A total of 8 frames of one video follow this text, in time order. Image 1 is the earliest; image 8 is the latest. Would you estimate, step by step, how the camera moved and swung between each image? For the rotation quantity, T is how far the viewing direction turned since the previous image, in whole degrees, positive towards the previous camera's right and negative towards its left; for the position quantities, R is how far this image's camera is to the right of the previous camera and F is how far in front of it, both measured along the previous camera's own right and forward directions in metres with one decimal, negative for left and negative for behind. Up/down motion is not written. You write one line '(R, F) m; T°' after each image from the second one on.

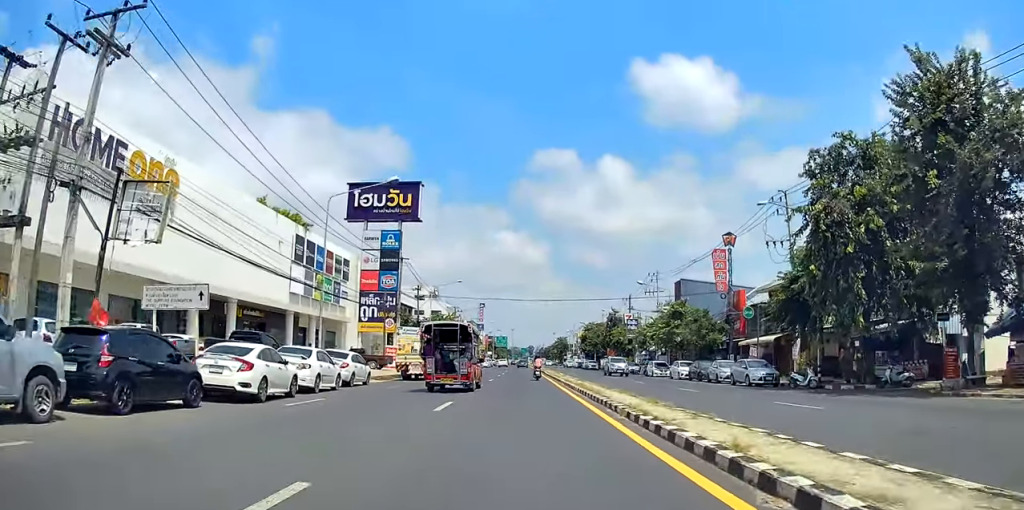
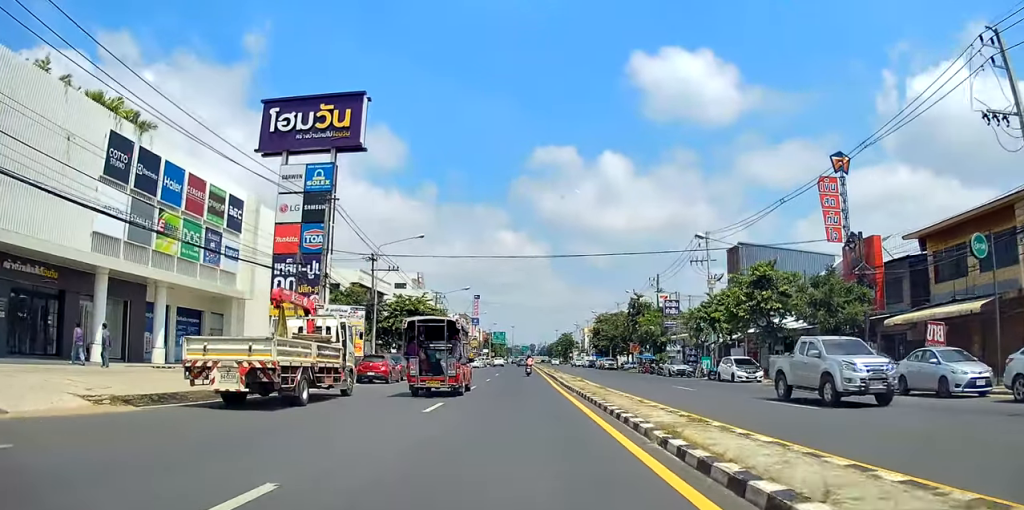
(+0.8, +24.4) m; +2°
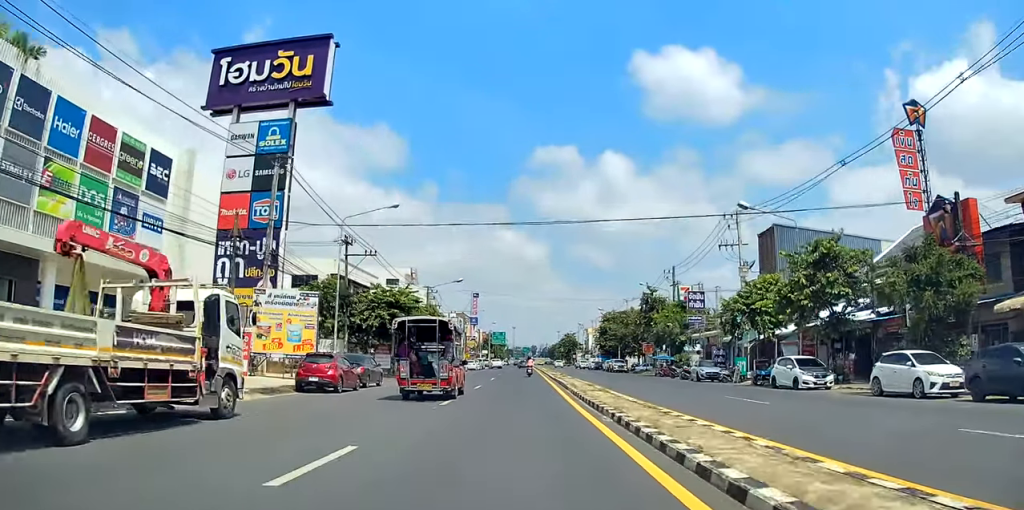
(0.0, +9.1) m; -1°
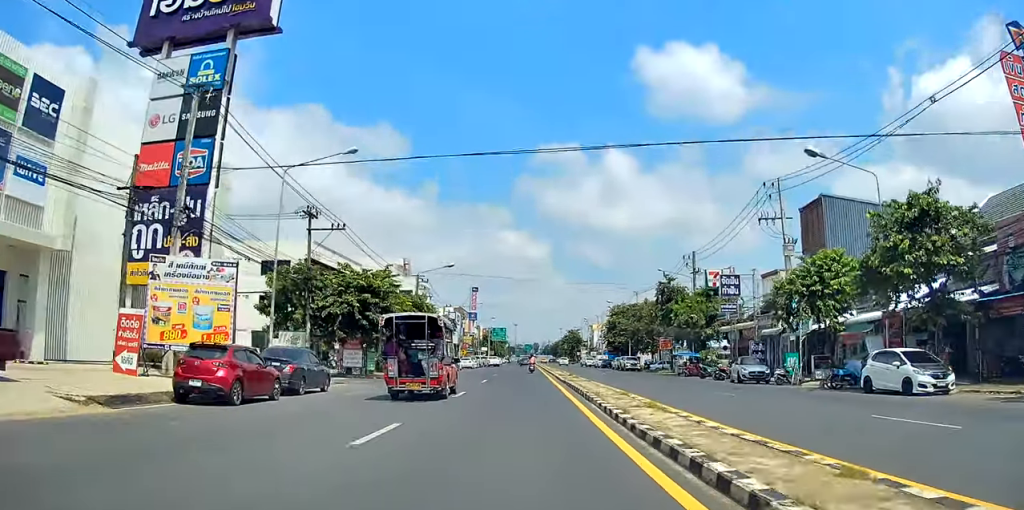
(+0.1, +8.8) m; -1°
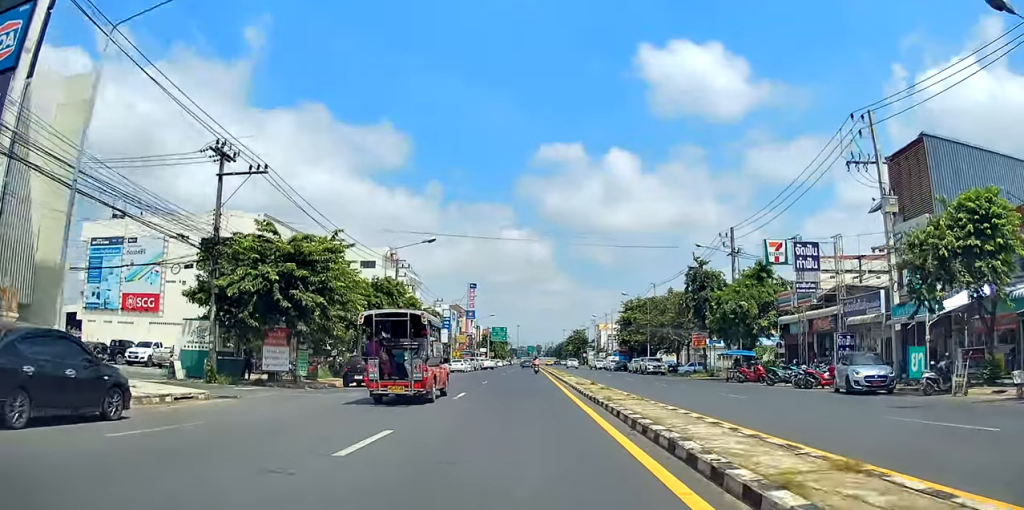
(-0.5, +13.4) m; +1°
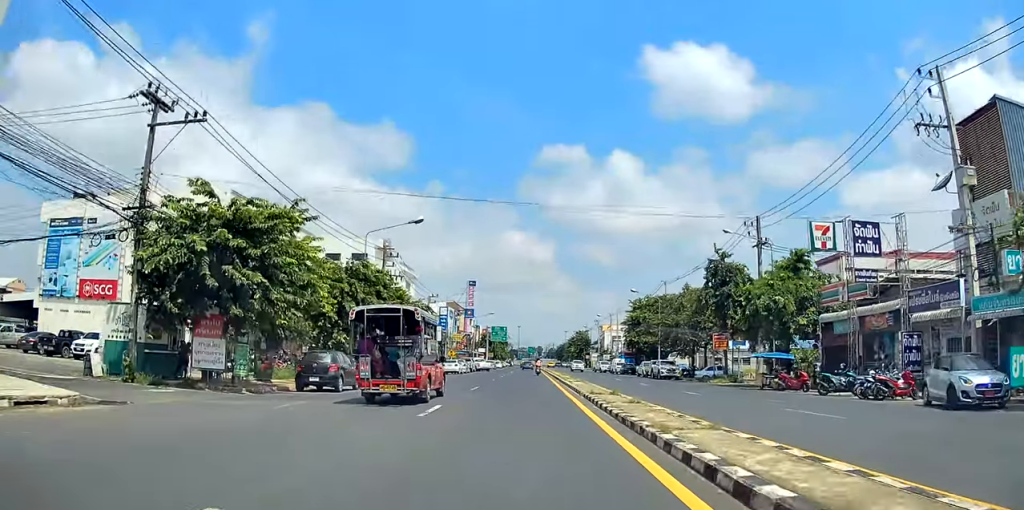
(+0.3, +6.3) m; +1°
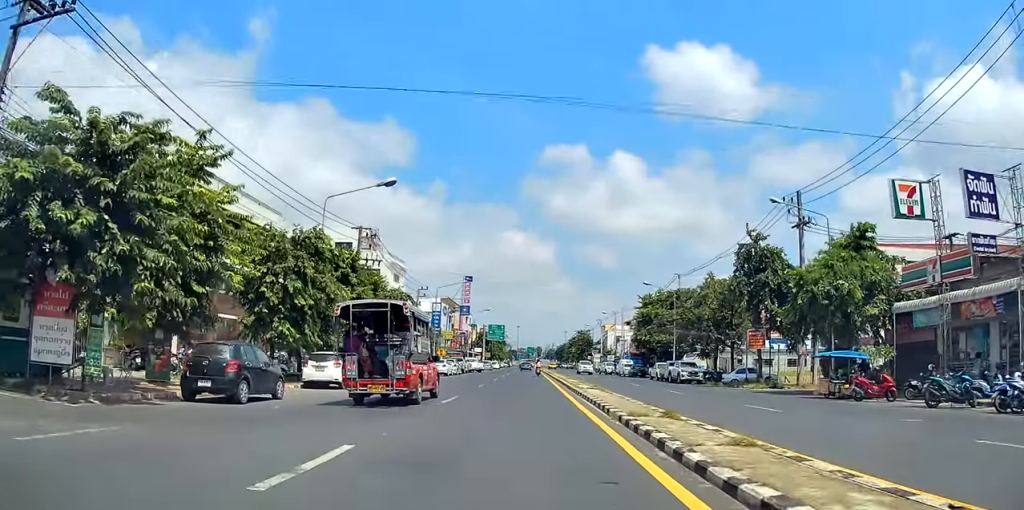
(+0.2, +8.0) m; +2°
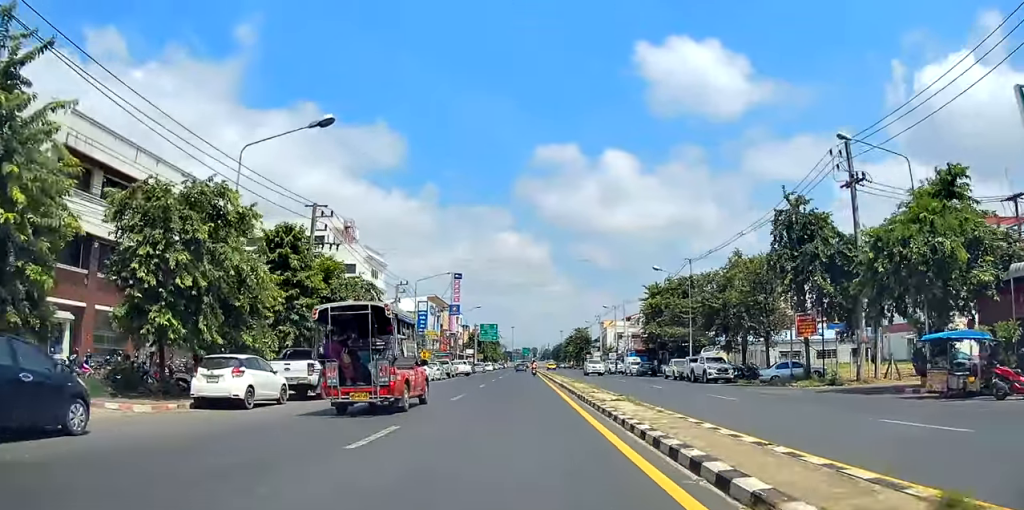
(0.0, +9.1) m; -1°
